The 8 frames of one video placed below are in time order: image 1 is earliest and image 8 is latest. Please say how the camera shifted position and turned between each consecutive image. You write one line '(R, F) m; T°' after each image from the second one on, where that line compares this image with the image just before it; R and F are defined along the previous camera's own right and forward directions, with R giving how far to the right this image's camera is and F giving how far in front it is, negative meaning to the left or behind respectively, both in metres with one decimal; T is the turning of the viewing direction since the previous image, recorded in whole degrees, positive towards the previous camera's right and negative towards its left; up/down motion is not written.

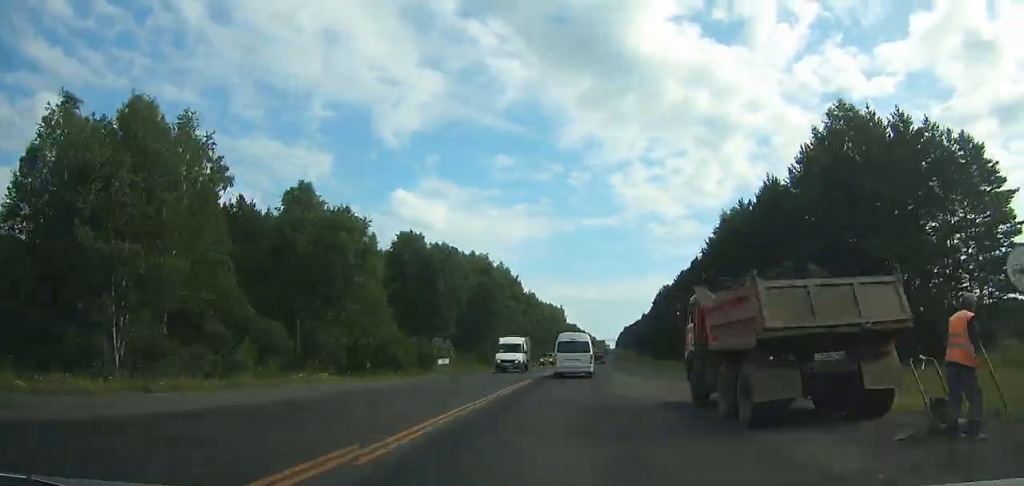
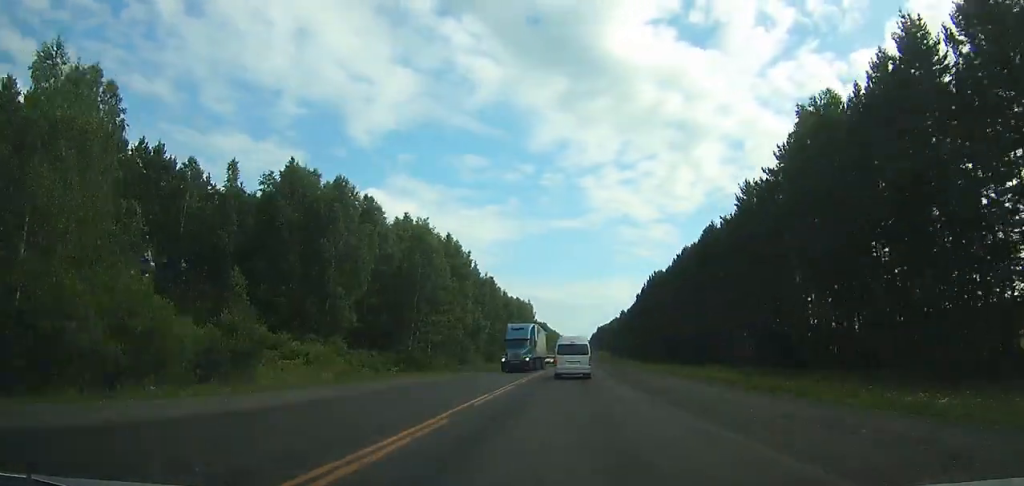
(+1.0, +32.2) m; +2°
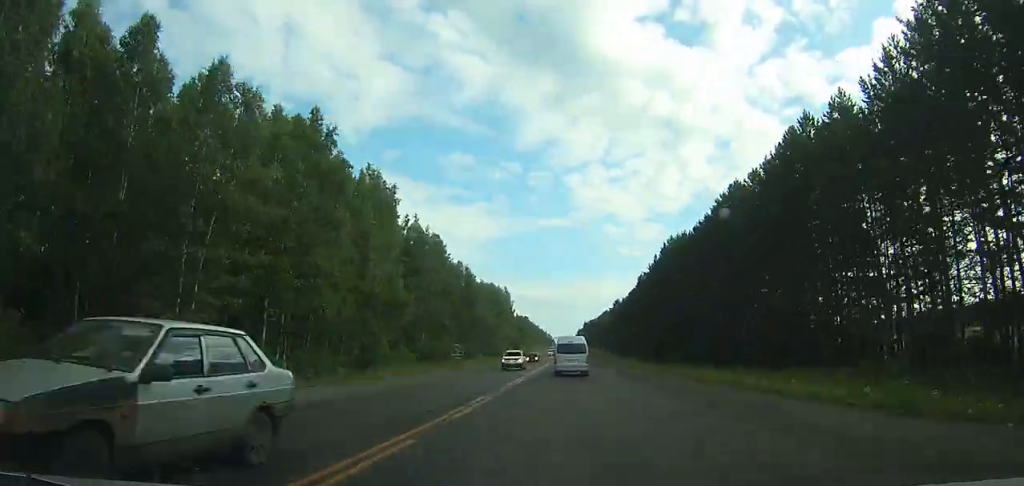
(+0.8, +38.2) m; +2°
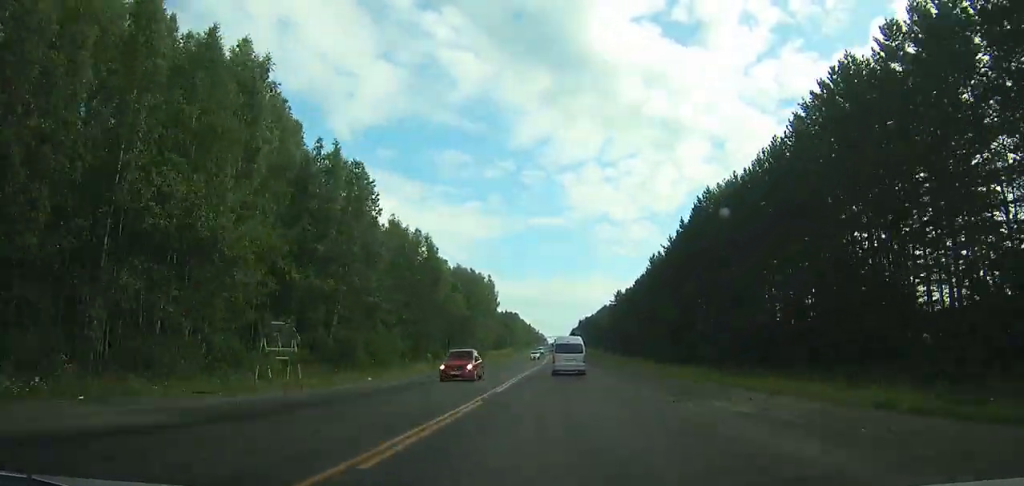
(+0.2, +28.2) m; +1°
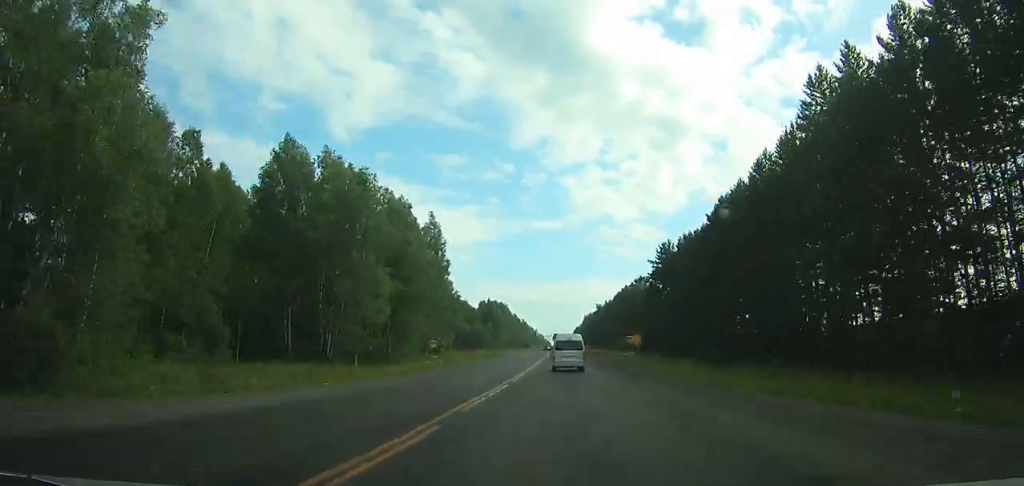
(+0.3, +74.5) m; 0°
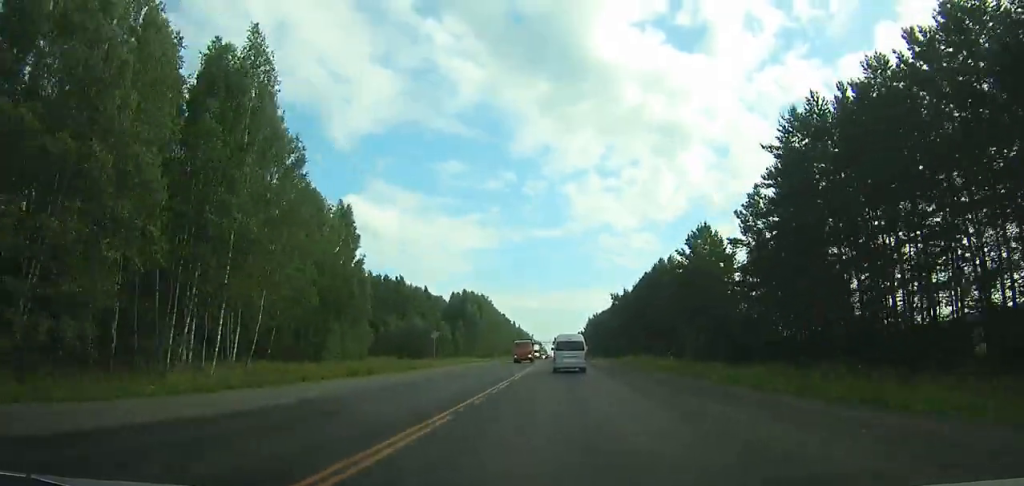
(+0.1, +56.6) m; 0°
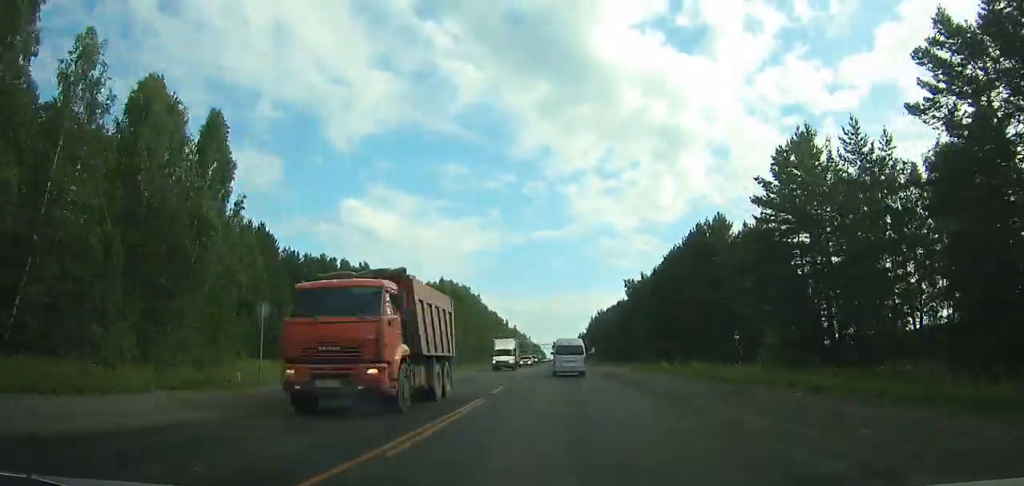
(+0.1, +31.0) m; 0°
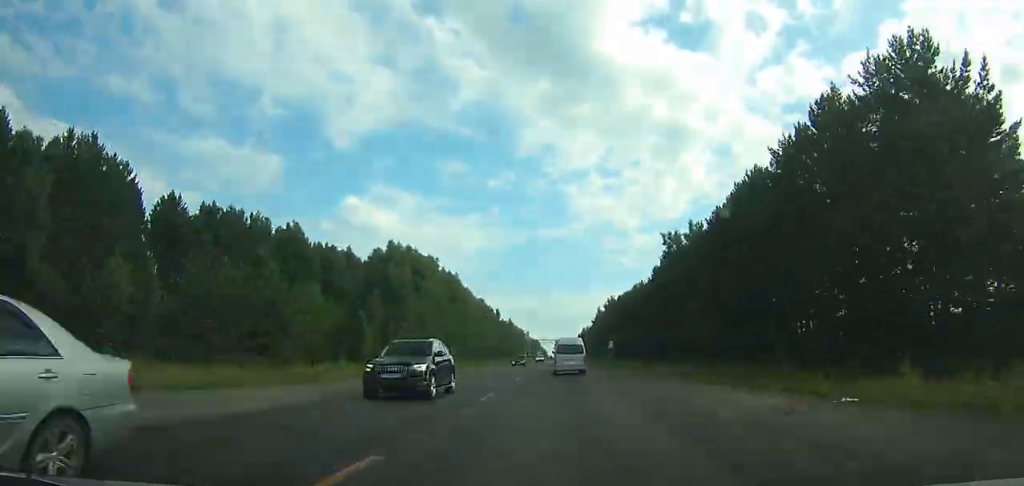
(0.0, +39.9) m; 0°
